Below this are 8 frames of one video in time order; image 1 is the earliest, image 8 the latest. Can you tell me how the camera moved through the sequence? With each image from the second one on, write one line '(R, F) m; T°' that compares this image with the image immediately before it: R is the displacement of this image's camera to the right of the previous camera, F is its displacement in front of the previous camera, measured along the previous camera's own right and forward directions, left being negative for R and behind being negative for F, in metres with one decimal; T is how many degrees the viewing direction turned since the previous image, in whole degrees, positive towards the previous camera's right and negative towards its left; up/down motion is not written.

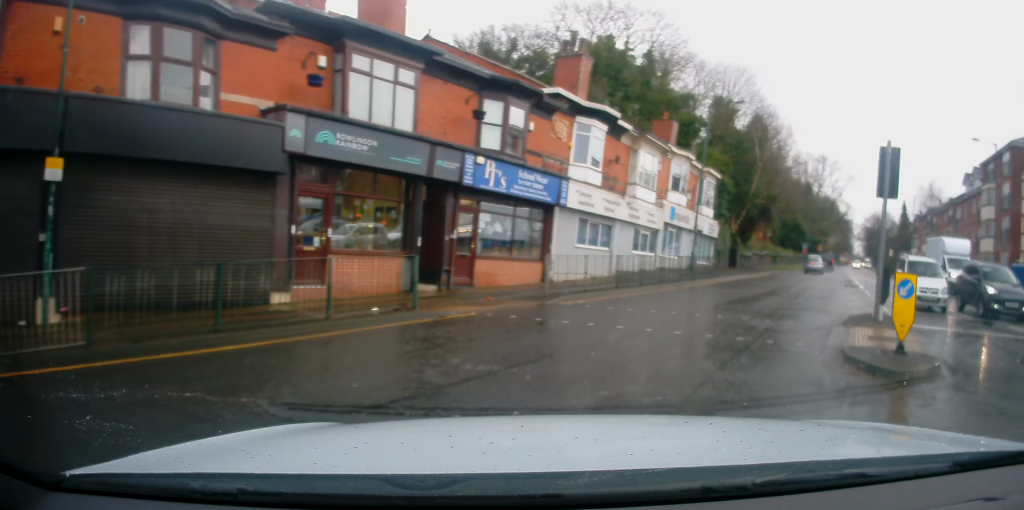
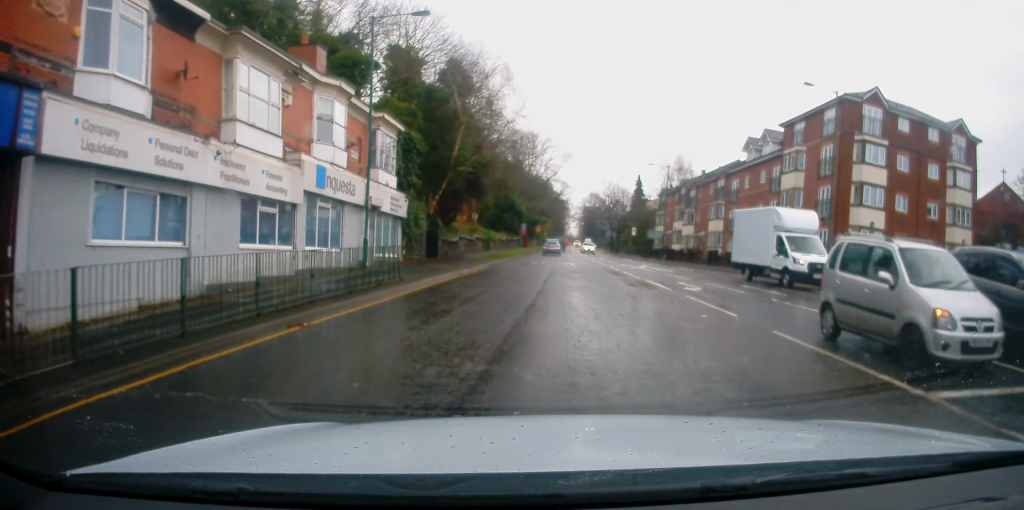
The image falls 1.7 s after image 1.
(+2.7, +12.7) m; +19°
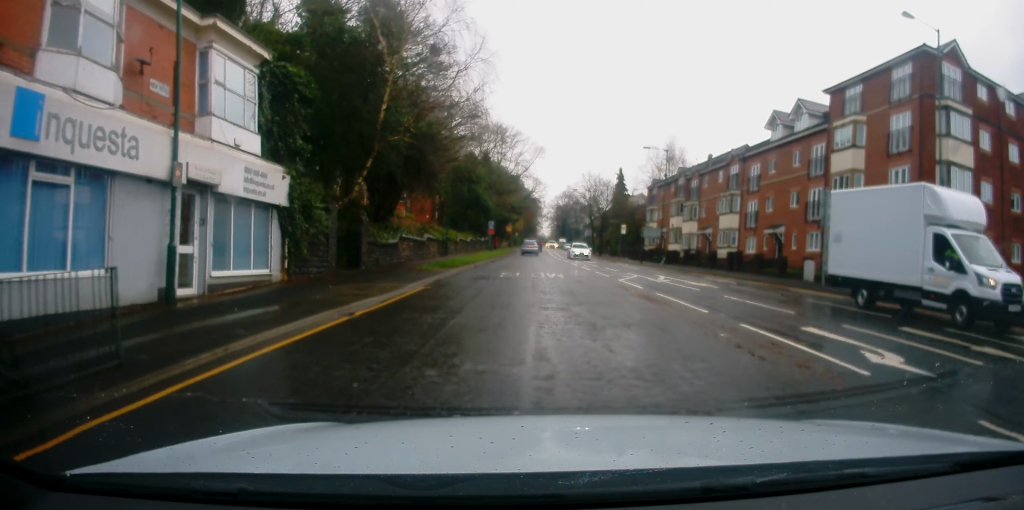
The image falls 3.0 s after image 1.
(+0.5, +11.8) m; +2°
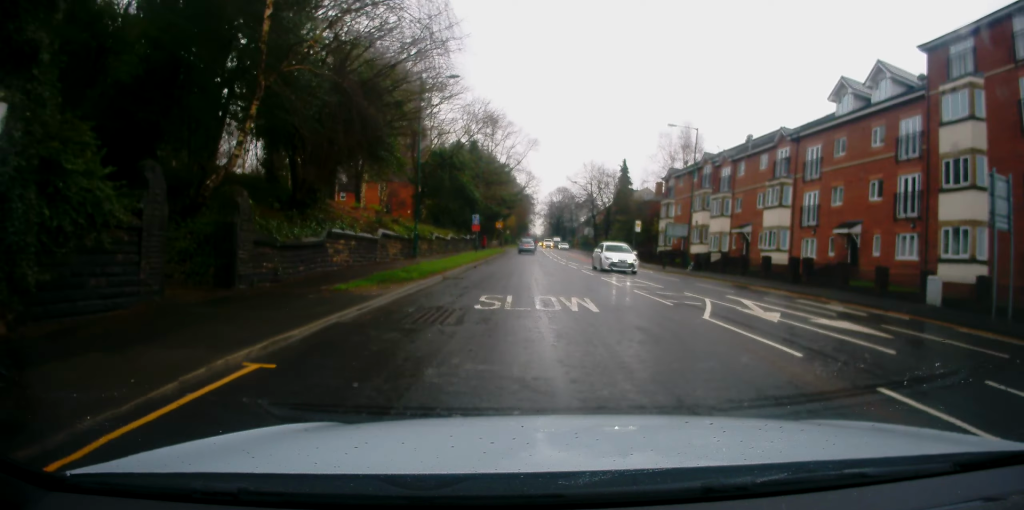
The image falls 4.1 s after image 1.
(+0.1, +10.8) m; +2°
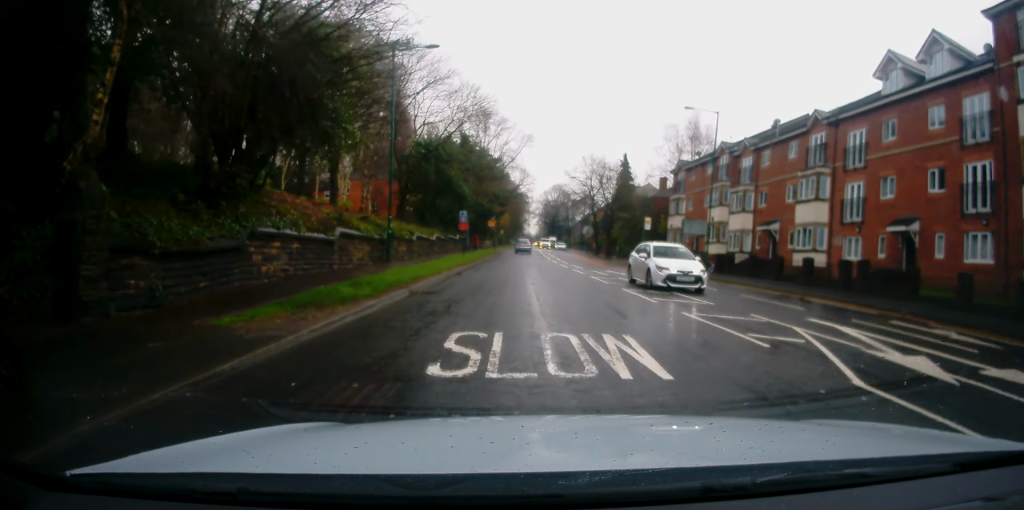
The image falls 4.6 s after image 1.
(+0.1, +5.7) m; +1°
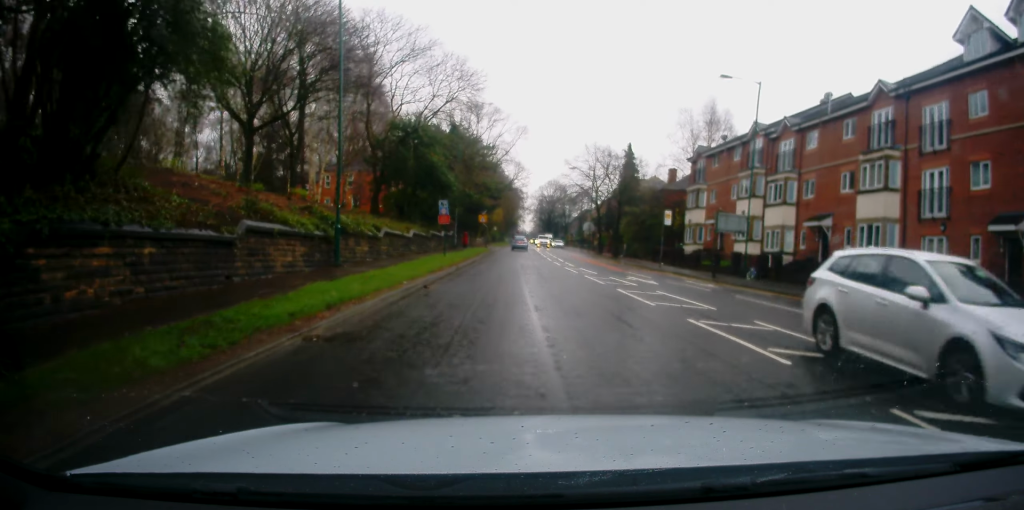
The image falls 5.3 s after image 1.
(0.0, +7.4) m; 0°
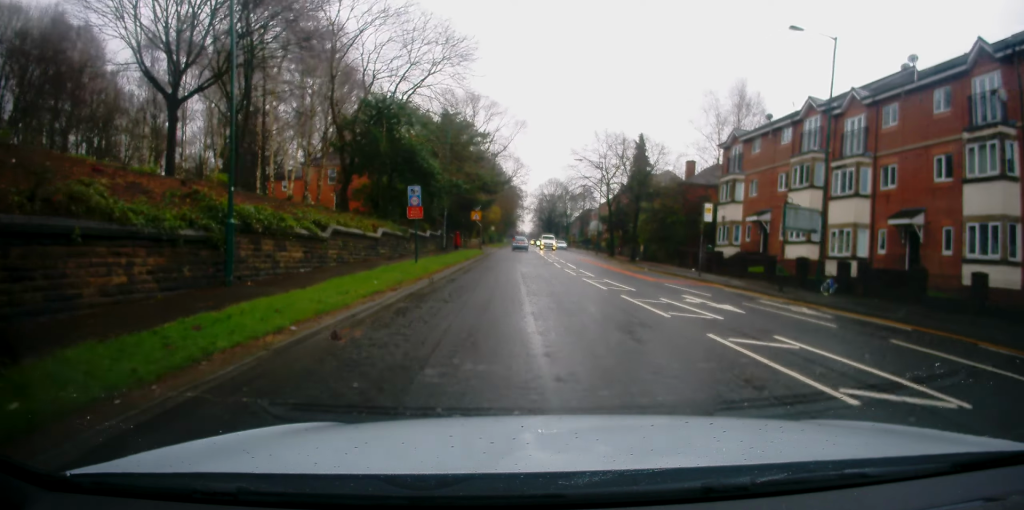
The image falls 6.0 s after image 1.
(0.0, +8.0) m; 0°
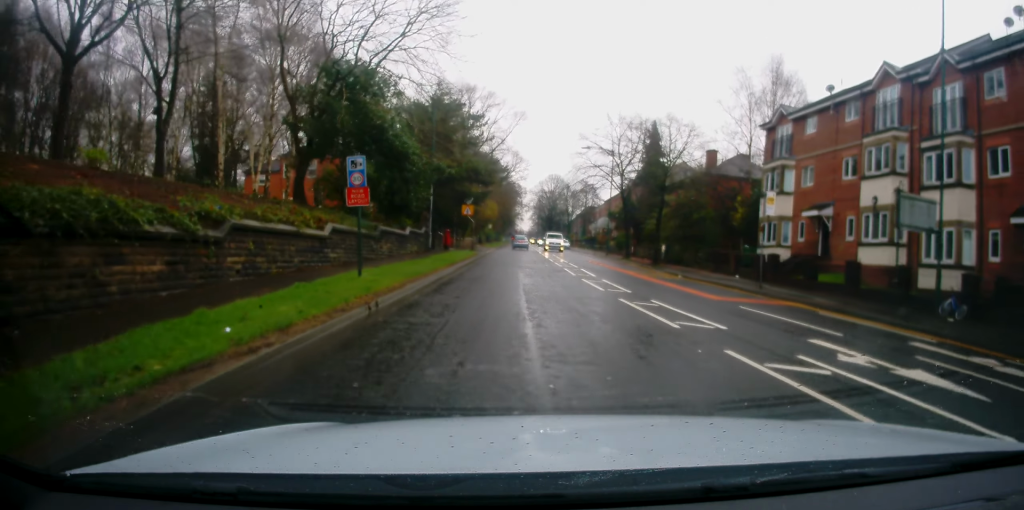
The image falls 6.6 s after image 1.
(0.0, +7.3) m; 0°
